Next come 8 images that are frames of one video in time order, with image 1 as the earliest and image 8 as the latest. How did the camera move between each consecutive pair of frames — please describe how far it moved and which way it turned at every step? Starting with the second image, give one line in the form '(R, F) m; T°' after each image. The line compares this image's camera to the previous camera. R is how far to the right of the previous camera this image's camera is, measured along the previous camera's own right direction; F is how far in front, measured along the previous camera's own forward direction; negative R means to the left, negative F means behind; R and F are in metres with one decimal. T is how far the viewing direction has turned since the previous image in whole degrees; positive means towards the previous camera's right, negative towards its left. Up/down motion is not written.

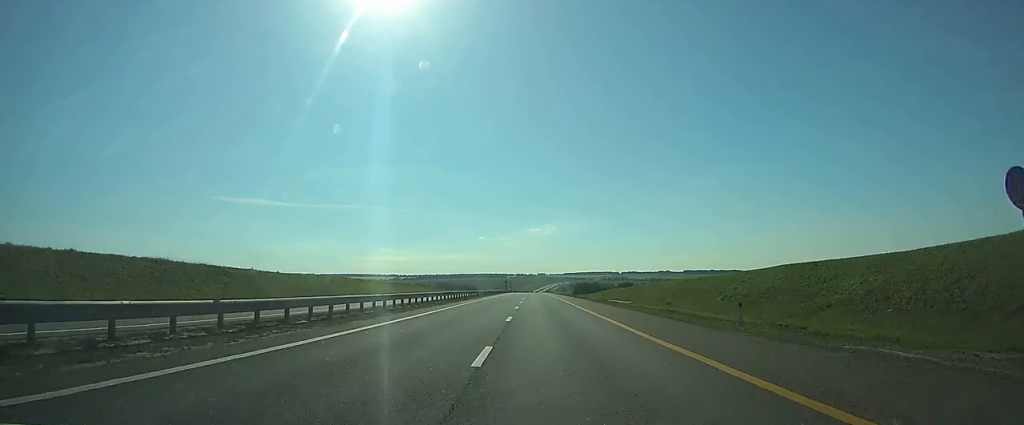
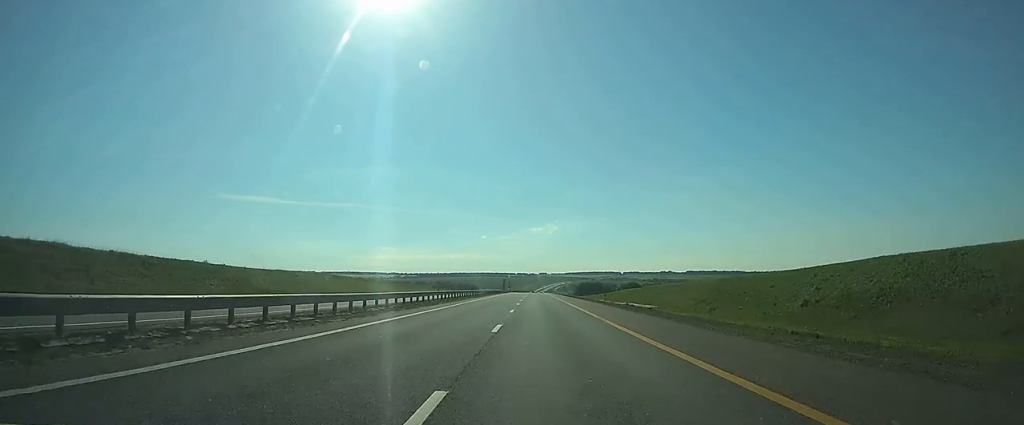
(+0.1, +17.0) m; 0°
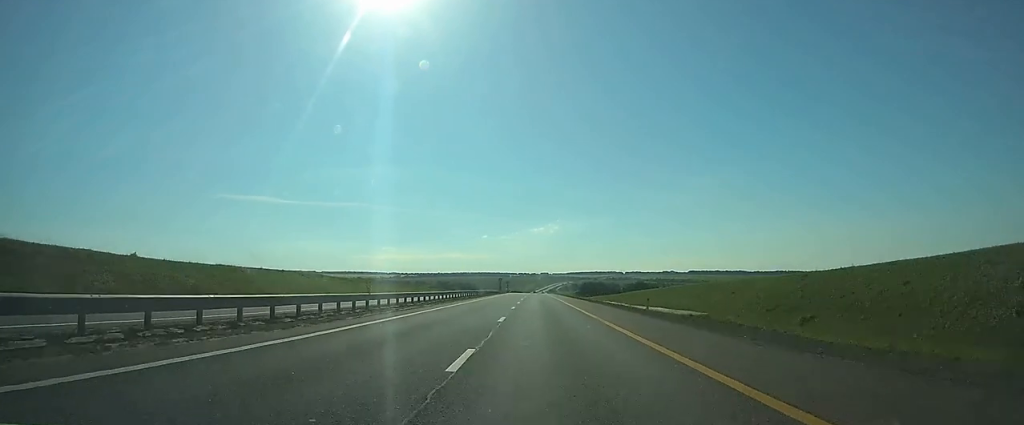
(-0.2, +19.1) m; 0°
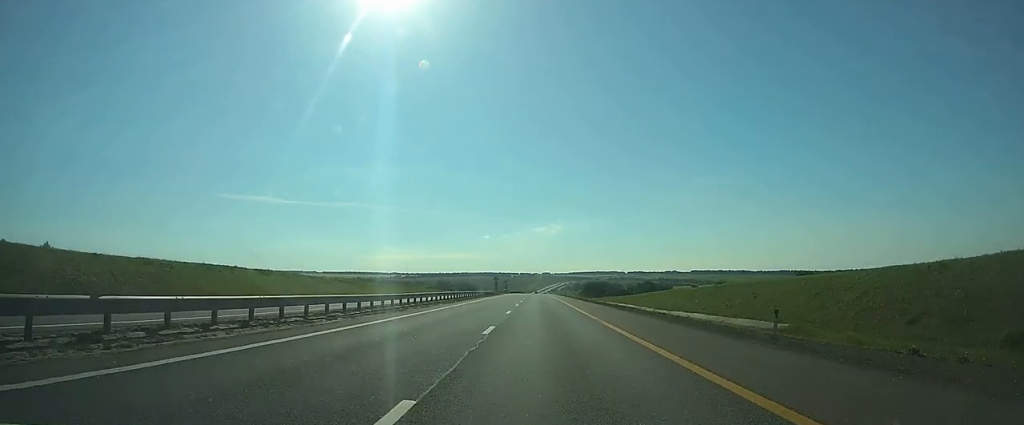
(-0.1, +17.0) m; 0°
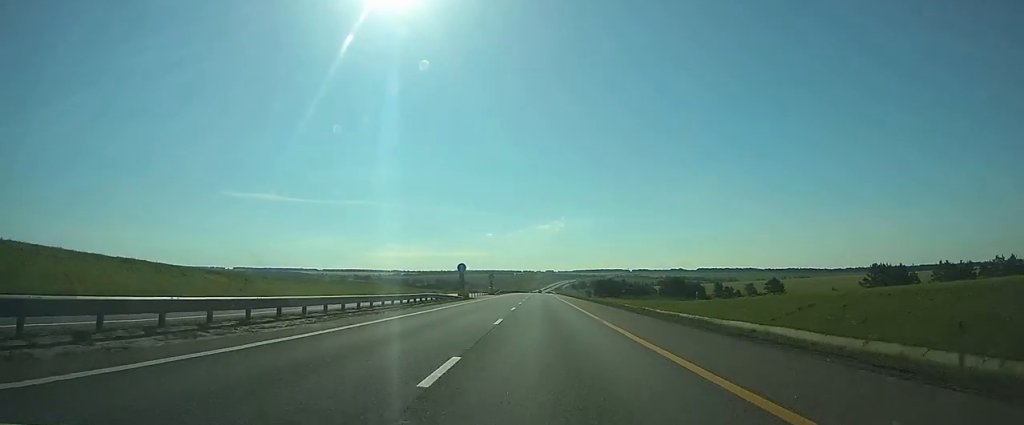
(-0.1, +55.2) m; 0°
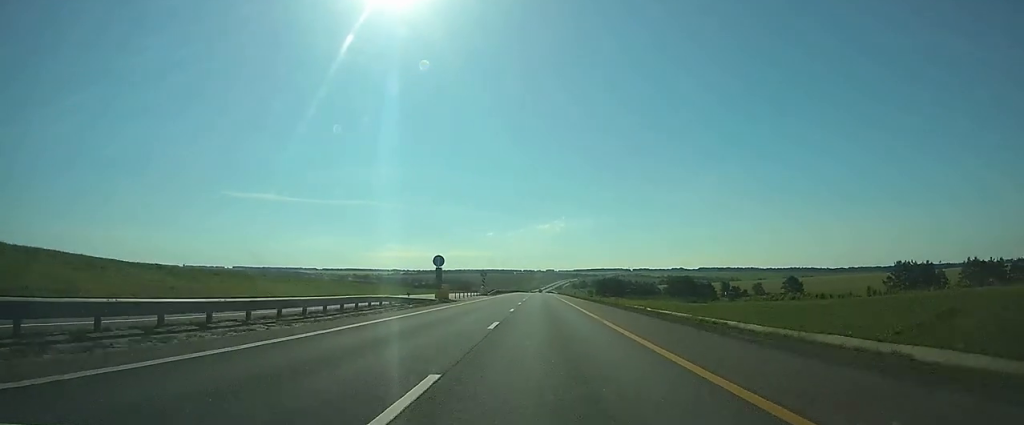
(0.0, +13.8) m; 0°
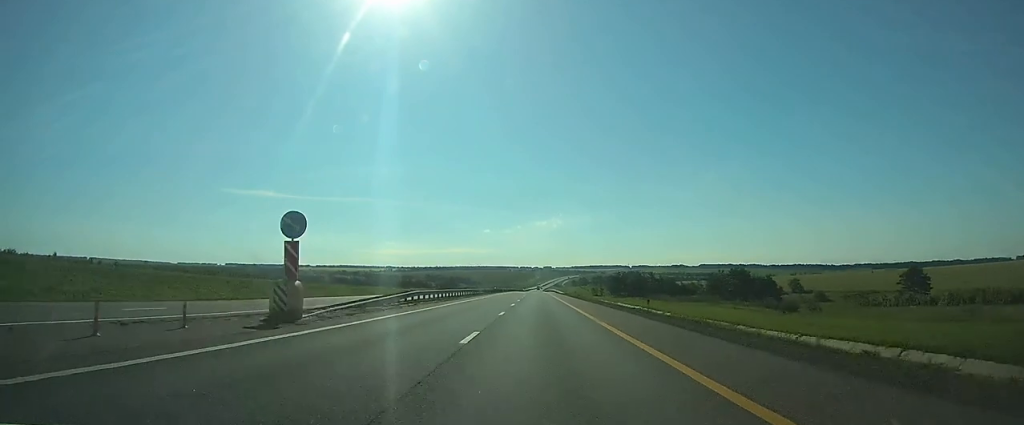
(-0.1, +63.9) m; 0°
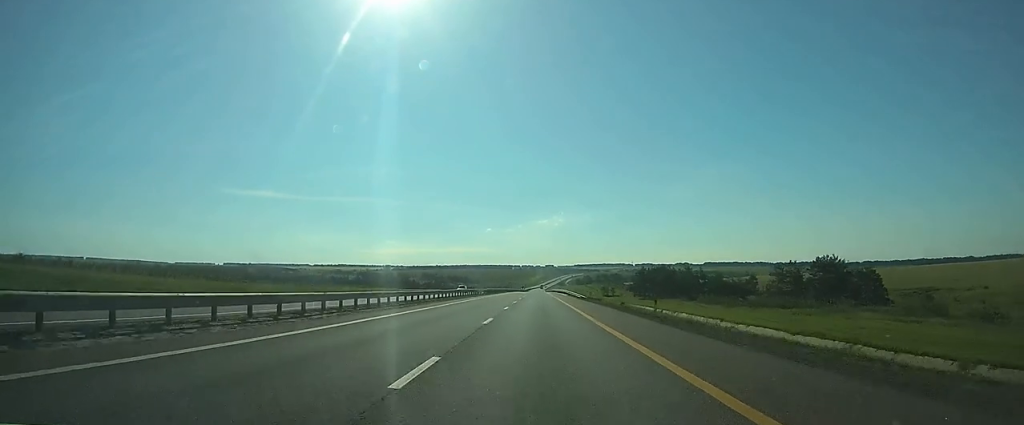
(0.0, +53.2) m; 0°
